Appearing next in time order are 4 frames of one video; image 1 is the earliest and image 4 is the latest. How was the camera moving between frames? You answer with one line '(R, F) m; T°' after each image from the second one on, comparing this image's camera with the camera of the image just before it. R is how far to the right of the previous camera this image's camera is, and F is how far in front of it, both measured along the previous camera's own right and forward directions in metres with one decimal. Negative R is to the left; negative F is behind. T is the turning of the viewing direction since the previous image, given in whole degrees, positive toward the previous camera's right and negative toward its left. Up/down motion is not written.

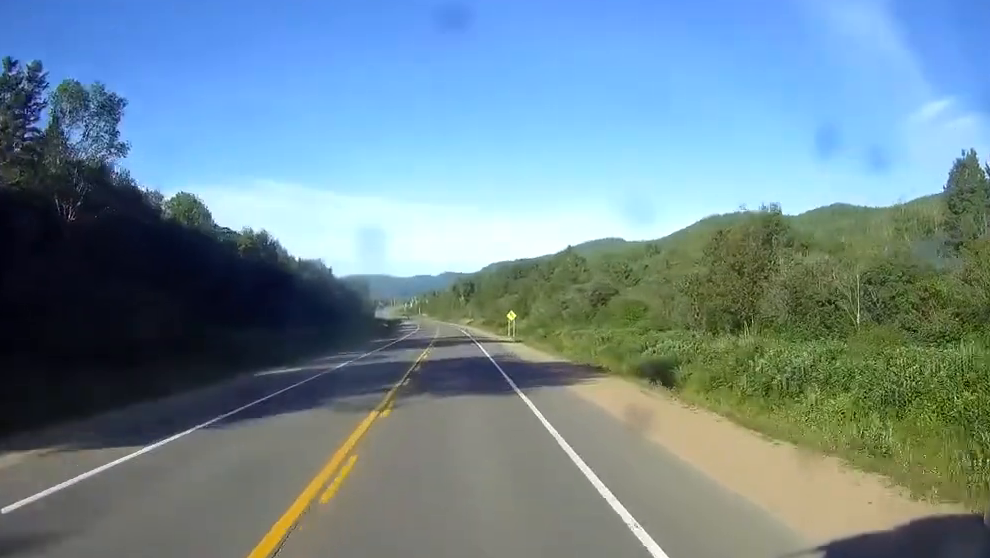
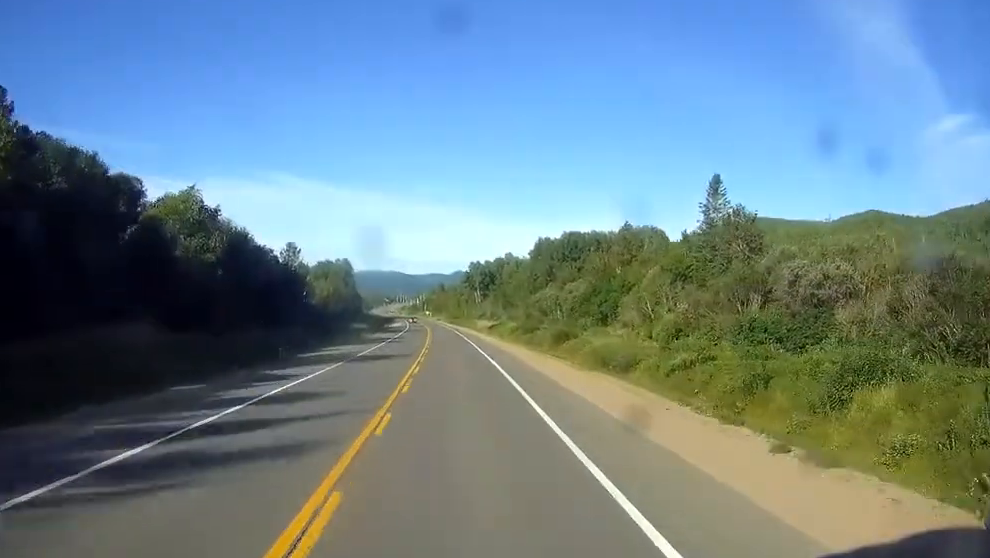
(0.0, +101.5) m; 0°
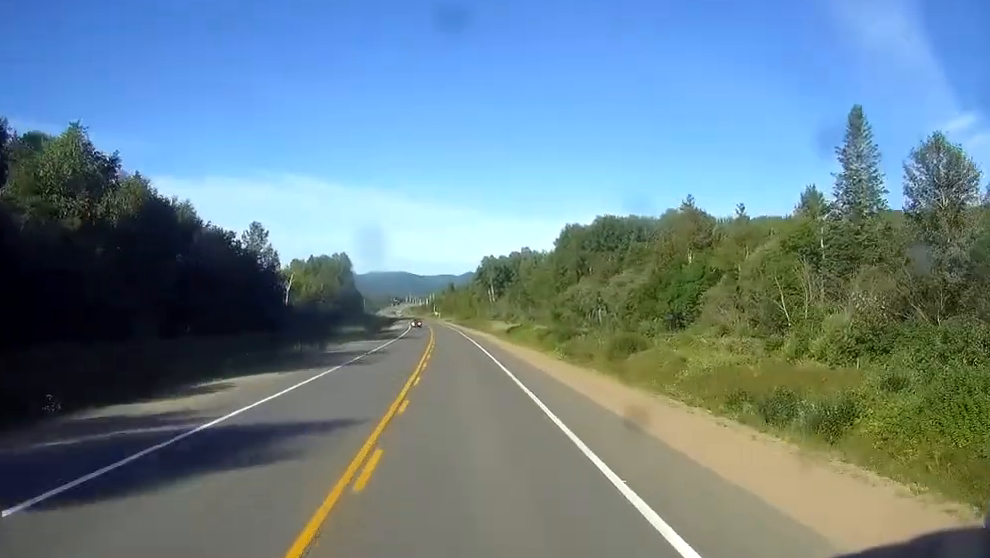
(-0.2, +32.3) m; -1°
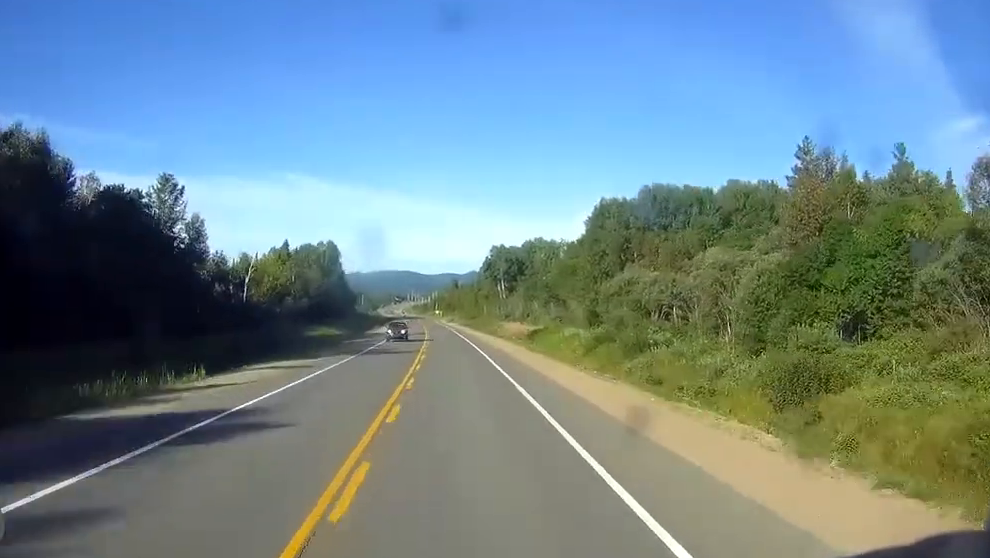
(-0.4, +37.2) m; -1°
